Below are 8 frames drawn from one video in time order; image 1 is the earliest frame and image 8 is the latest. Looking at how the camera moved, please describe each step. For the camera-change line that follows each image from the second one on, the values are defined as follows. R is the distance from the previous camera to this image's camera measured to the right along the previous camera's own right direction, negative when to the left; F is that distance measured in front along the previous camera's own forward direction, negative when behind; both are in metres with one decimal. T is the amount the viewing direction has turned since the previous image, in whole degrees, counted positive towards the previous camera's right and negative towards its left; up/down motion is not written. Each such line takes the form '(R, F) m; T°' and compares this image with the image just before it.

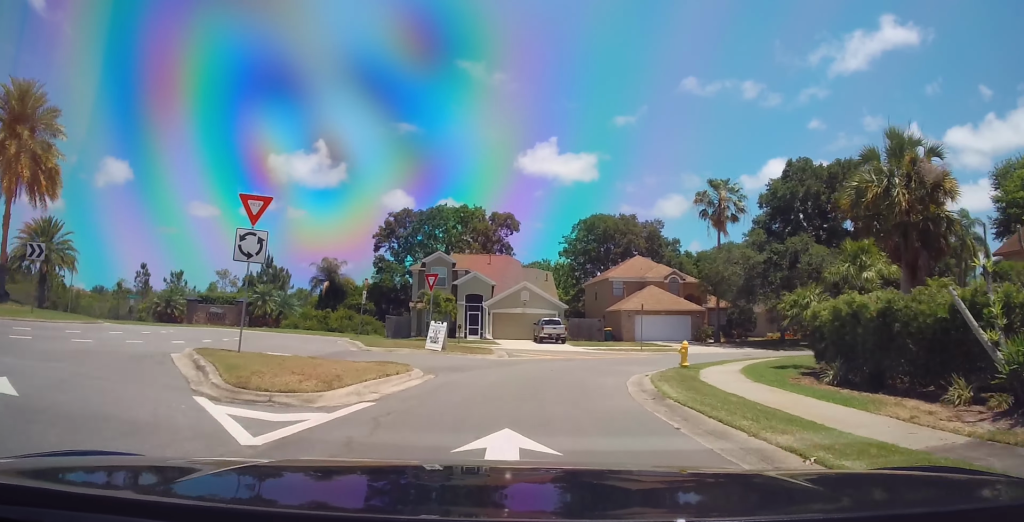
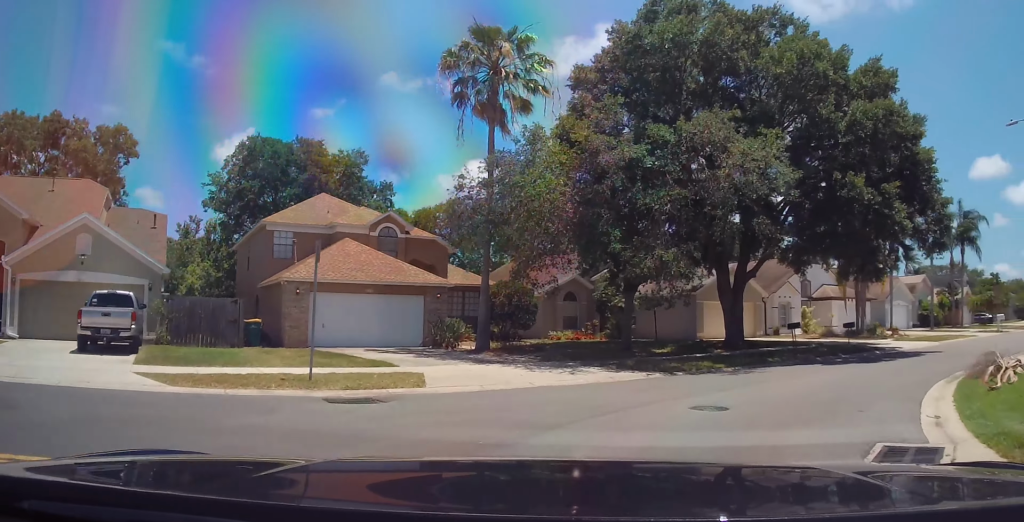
(+4.1, +28.1) m; +31°
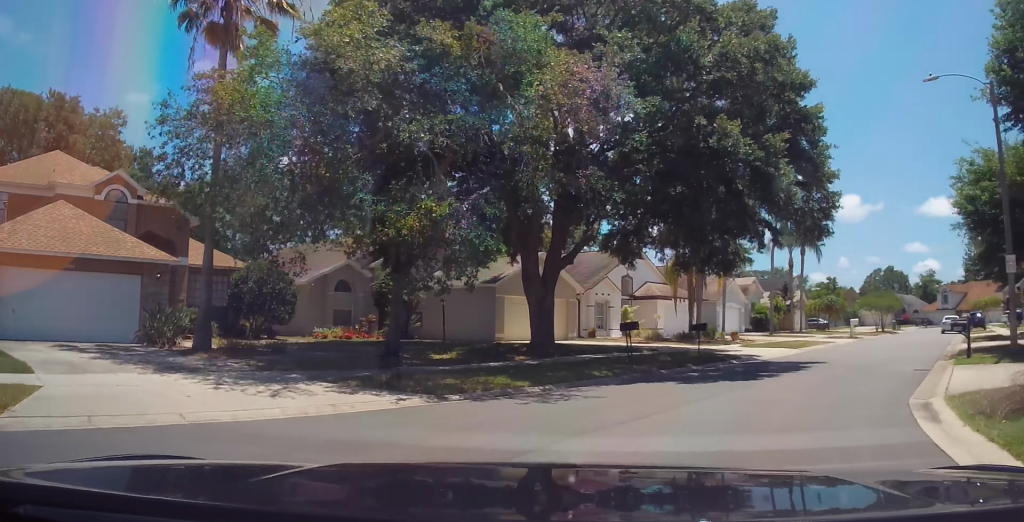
(+0.4, +6.8) m; +15°
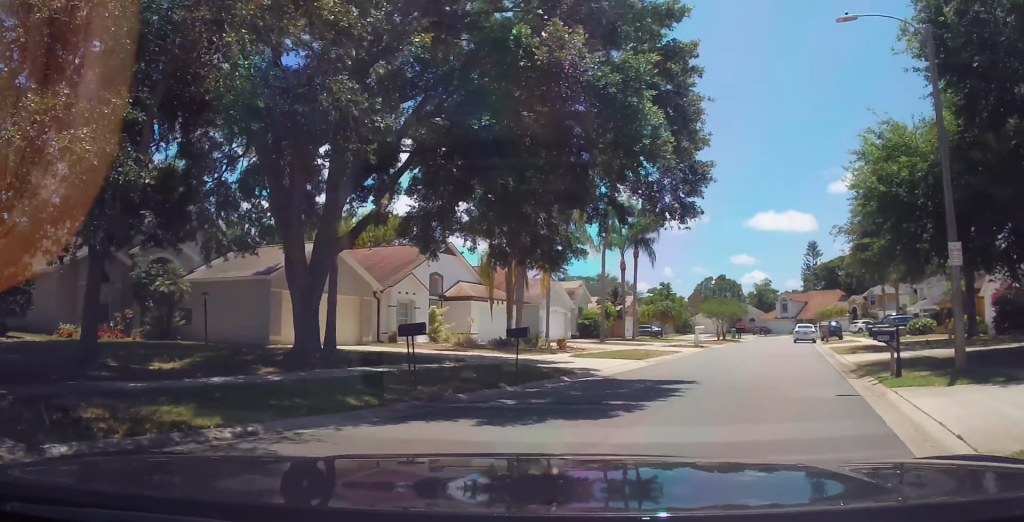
(+0.9, +5.5) m; +15°
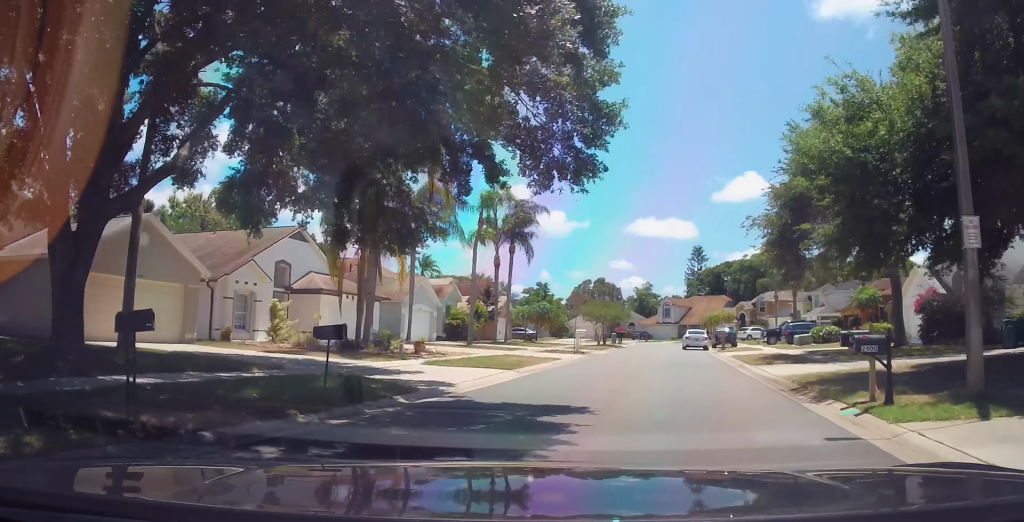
(+0.5, +4.5) m; +10°
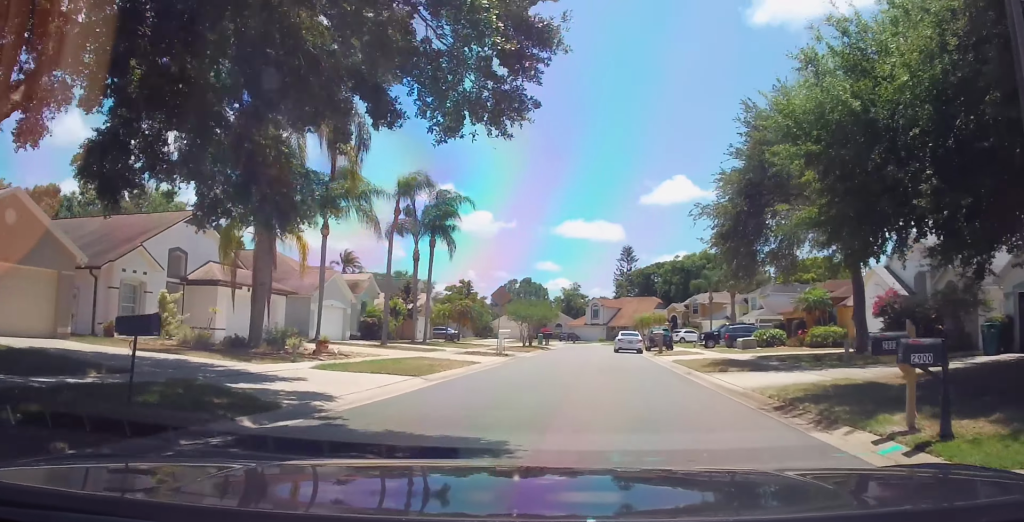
(-0.1, +3.1) m; +7°
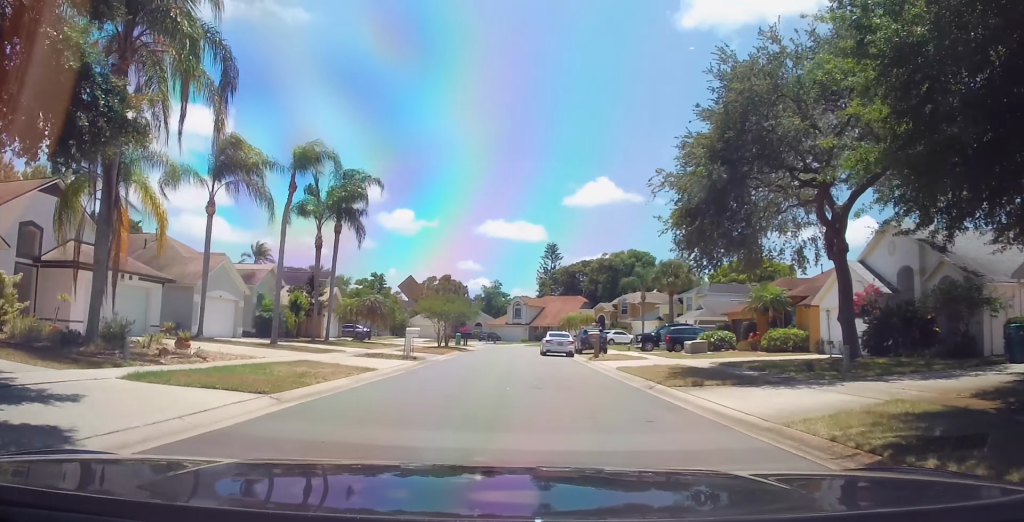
(+0.8, +4.9) m; +4°
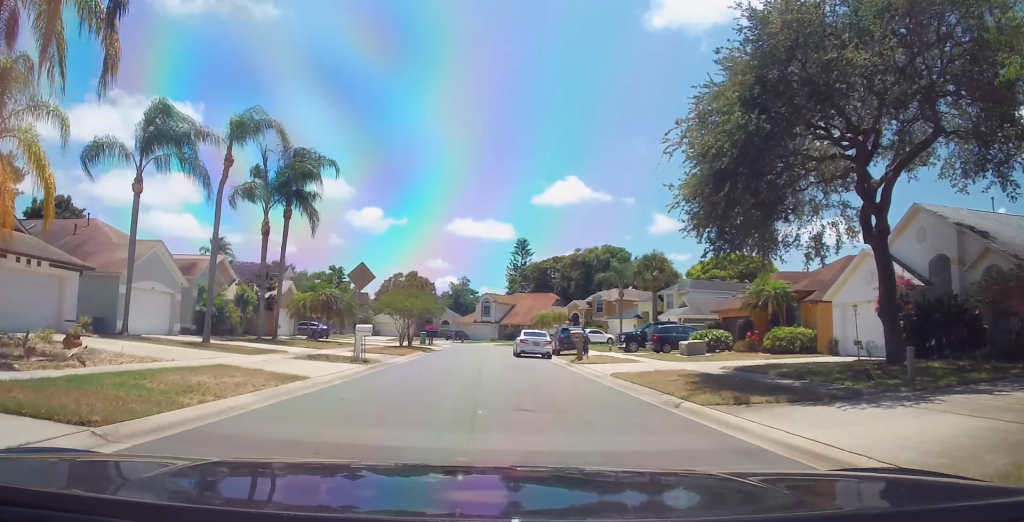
(+0.2, +4.1) m; +2°
